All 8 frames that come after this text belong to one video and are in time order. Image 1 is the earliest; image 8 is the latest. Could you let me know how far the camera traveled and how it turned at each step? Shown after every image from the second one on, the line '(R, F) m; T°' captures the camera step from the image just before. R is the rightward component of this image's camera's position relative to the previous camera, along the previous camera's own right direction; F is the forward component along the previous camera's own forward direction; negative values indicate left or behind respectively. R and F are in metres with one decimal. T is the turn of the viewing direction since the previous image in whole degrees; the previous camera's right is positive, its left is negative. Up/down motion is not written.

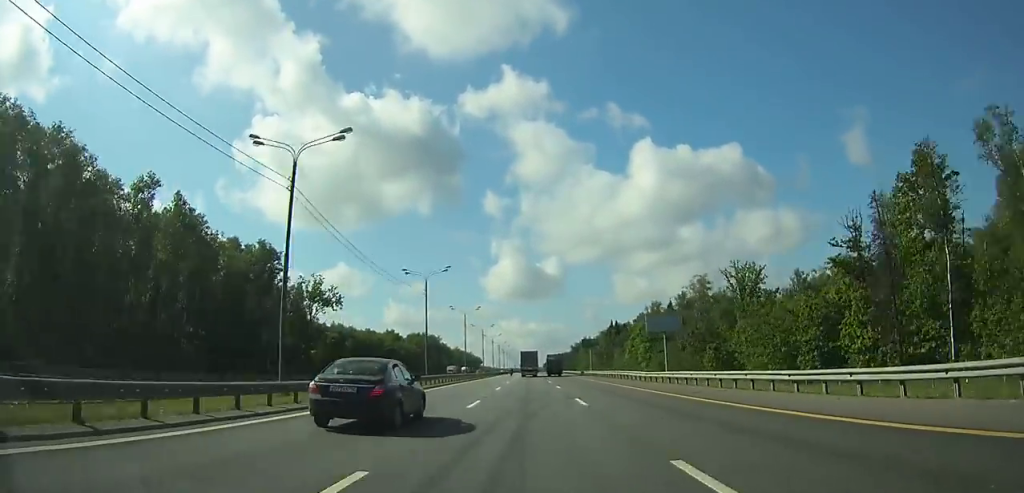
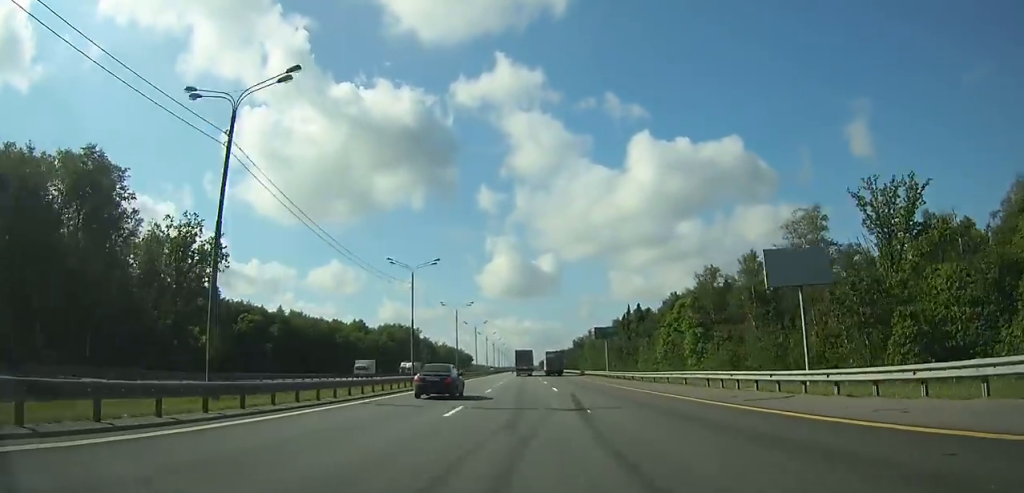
(-0.1, +50.9) m; 0°
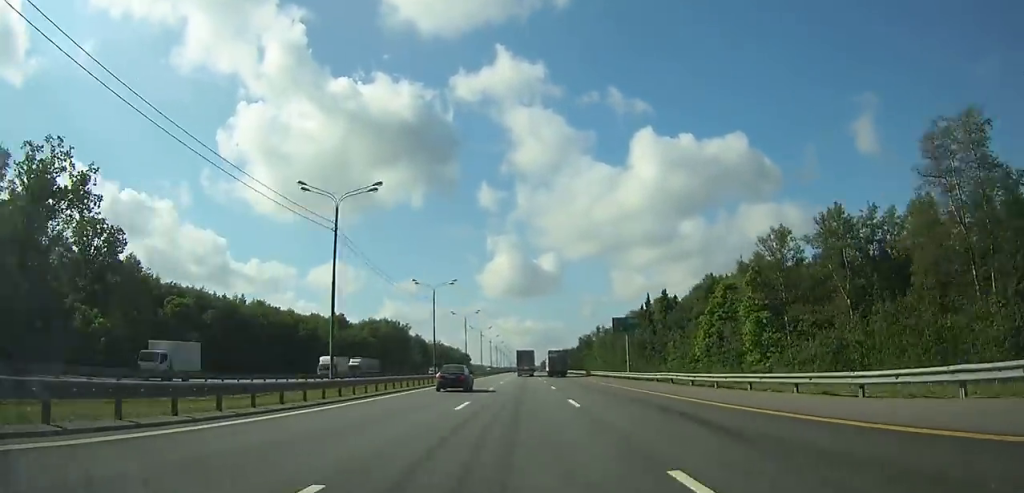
(+0.1, +29.2) m; 0°
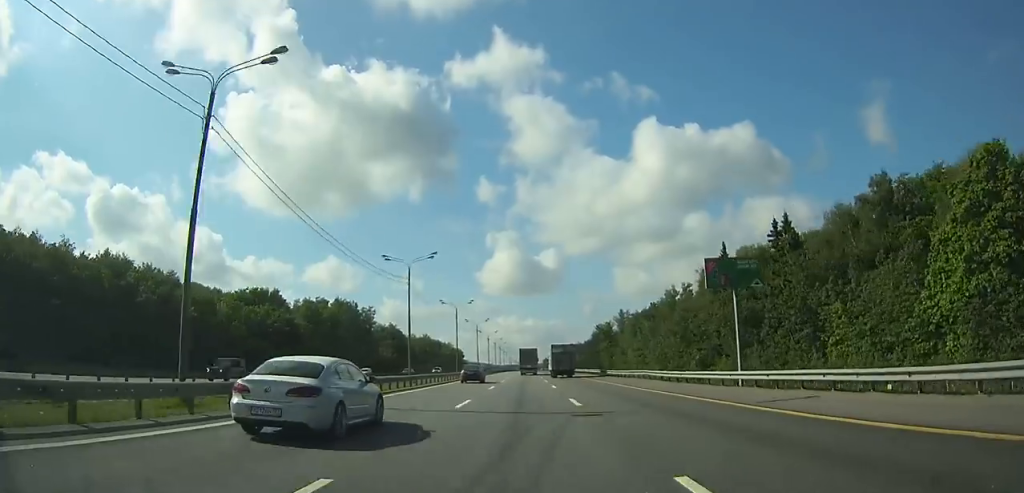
(0.0, +63.0) m; 0°
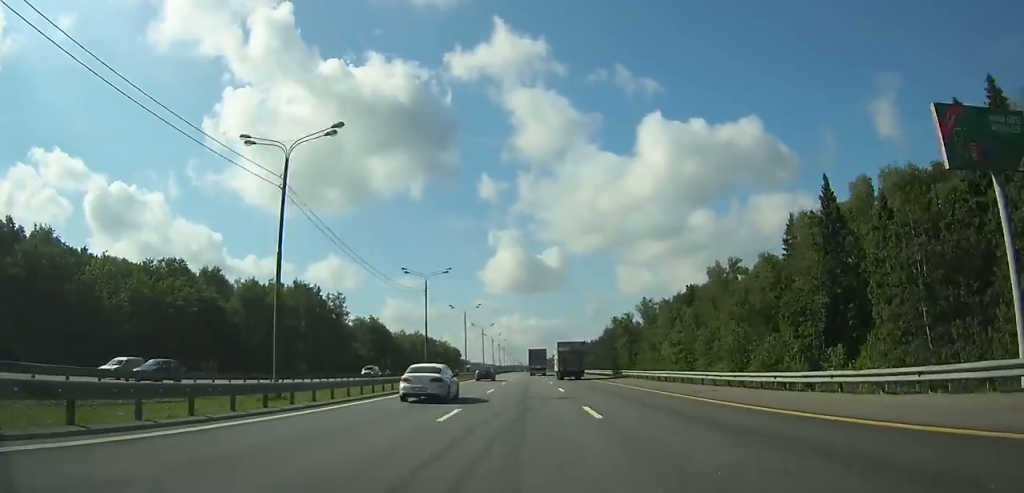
(0.0, +36.4) m; 0°
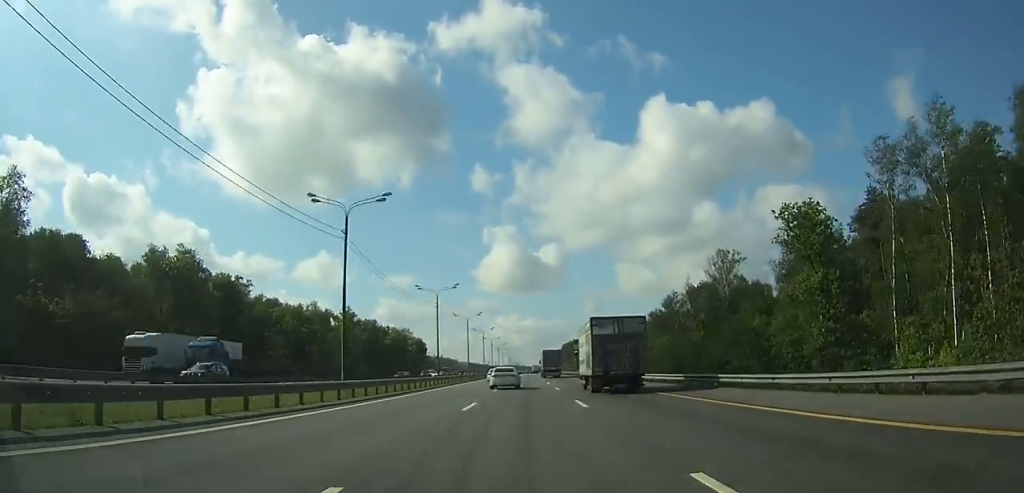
(+0.2, +124.2) m; 0°
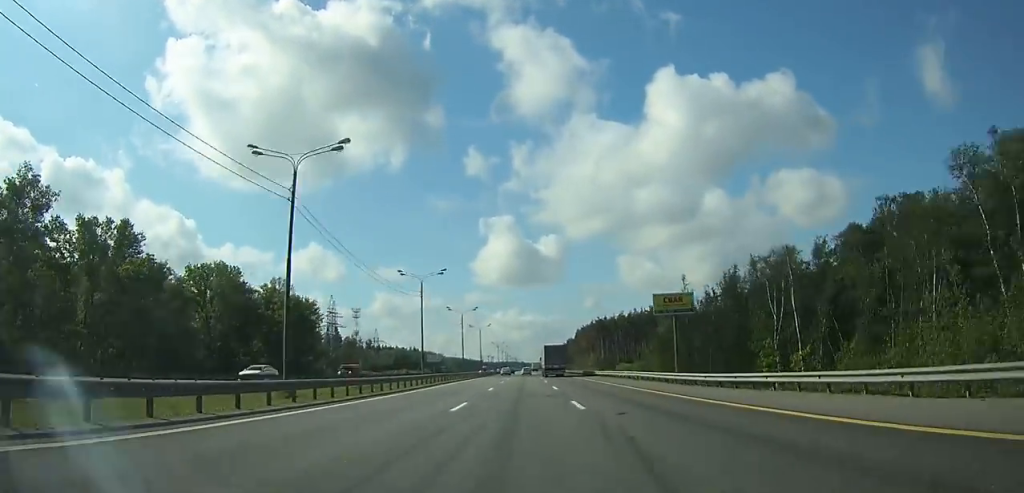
(0.0, +143.5) m; 0°
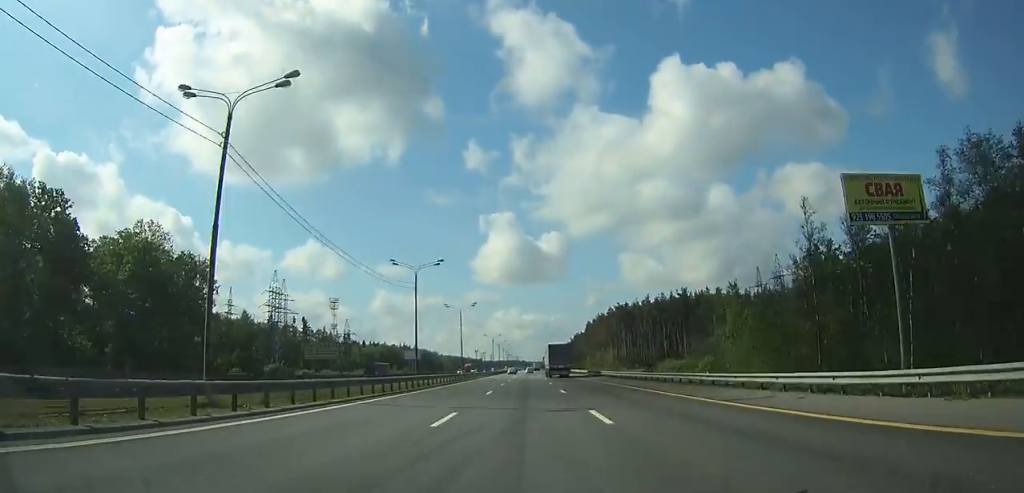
(+0.1, +53.0) m; 0°
